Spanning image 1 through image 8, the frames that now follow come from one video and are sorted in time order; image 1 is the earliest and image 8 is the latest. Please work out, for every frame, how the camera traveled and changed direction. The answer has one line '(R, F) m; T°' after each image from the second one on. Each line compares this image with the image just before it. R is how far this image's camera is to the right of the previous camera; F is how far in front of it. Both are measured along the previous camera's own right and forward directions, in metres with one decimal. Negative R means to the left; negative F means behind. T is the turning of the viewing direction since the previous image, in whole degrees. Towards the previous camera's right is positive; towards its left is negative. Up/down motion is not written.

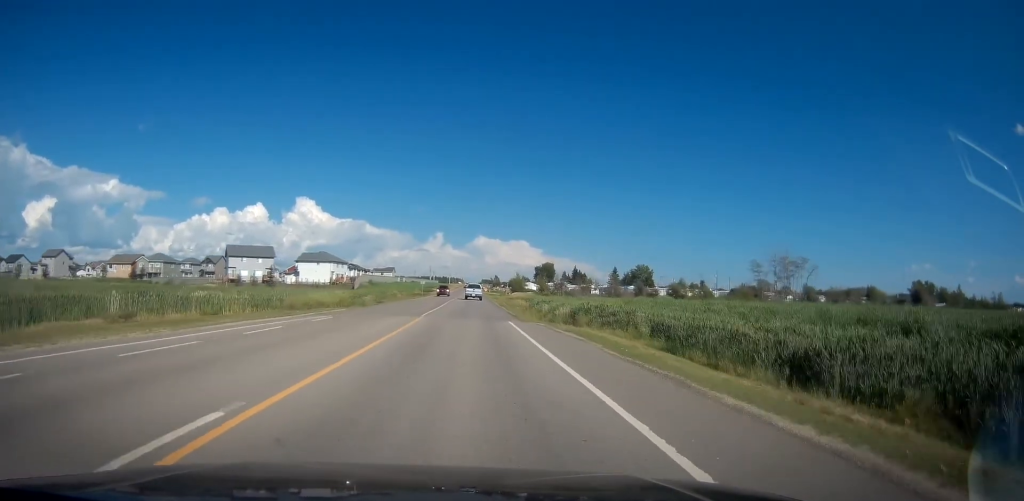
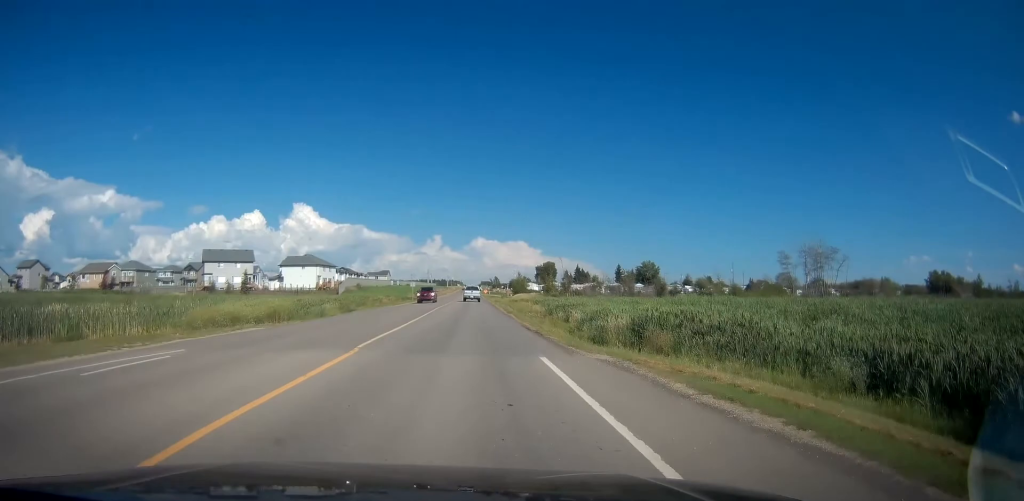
(-0.1, +13.3) m; -1°
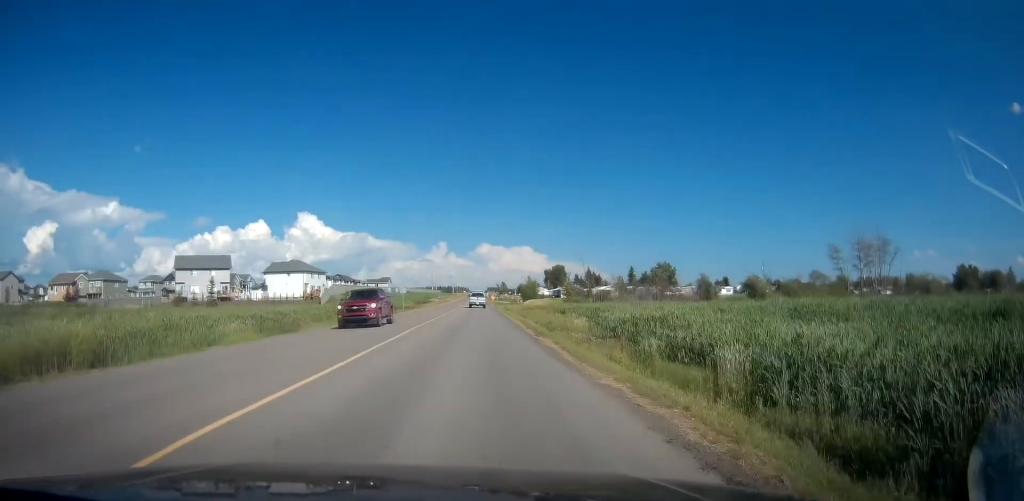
(-0.2, +16.6) m; -1°
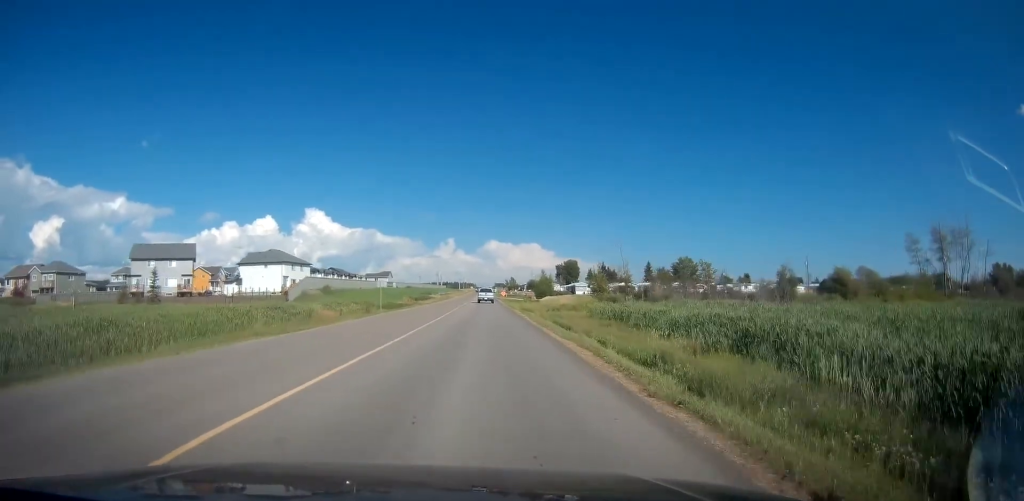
(0.0, +20.0) m; 0°
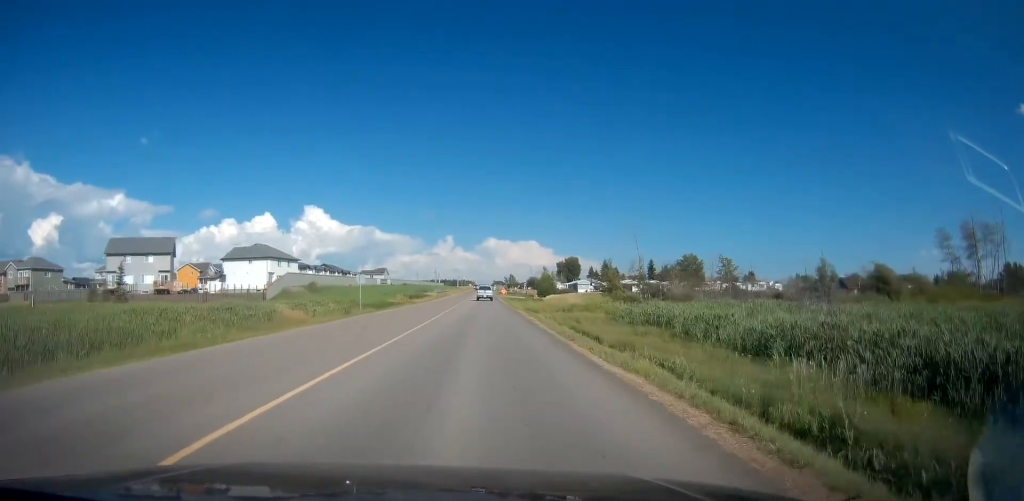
(0.0, +7.8) m; 0°
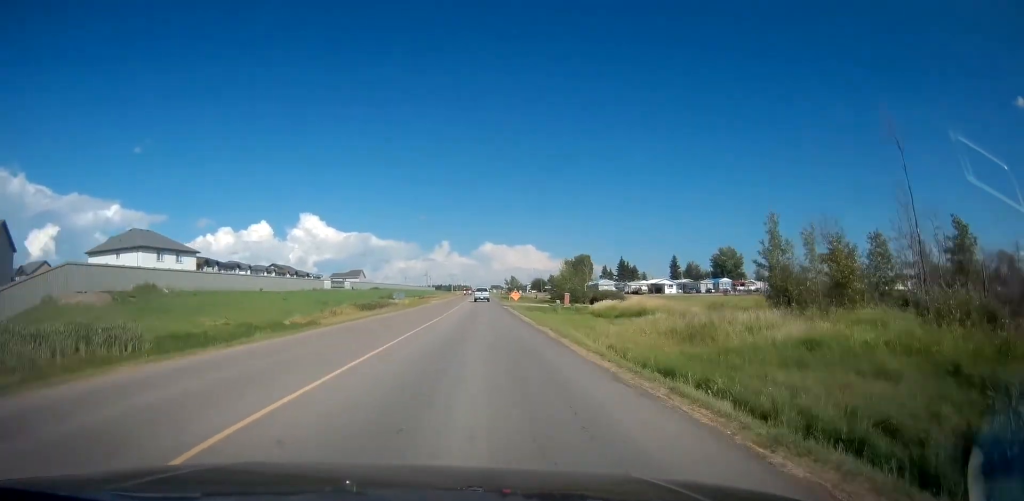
(0.0, +44.2) m; 0°
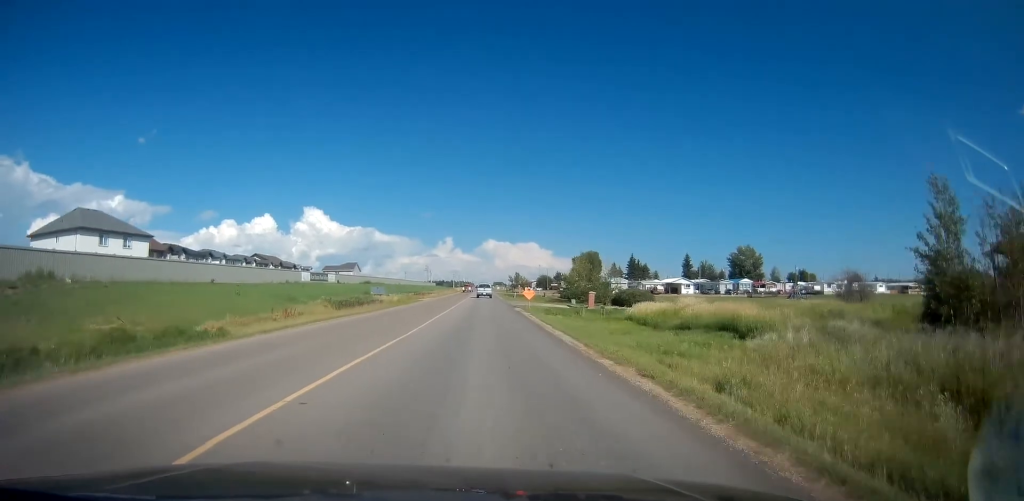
(0.0, +13.5) m; 0°
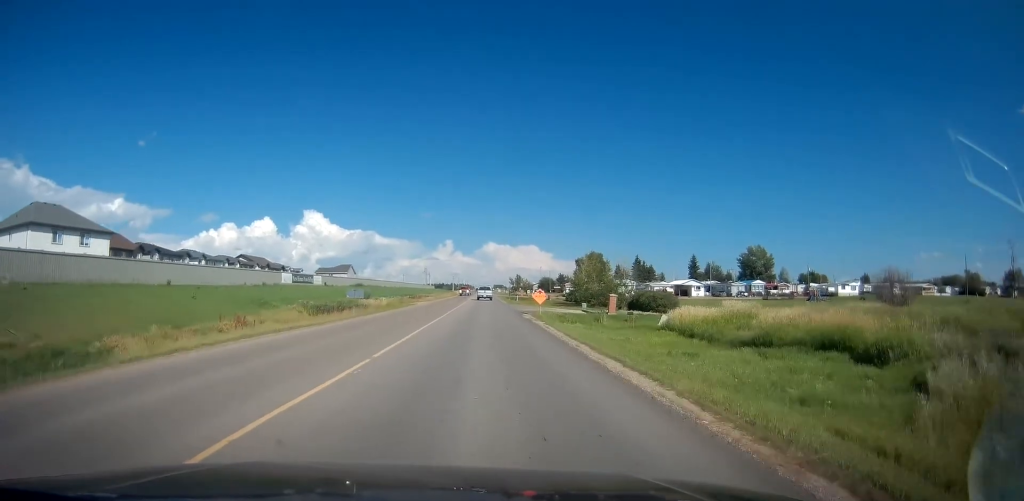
(0.0, +8.5) m; 0°
